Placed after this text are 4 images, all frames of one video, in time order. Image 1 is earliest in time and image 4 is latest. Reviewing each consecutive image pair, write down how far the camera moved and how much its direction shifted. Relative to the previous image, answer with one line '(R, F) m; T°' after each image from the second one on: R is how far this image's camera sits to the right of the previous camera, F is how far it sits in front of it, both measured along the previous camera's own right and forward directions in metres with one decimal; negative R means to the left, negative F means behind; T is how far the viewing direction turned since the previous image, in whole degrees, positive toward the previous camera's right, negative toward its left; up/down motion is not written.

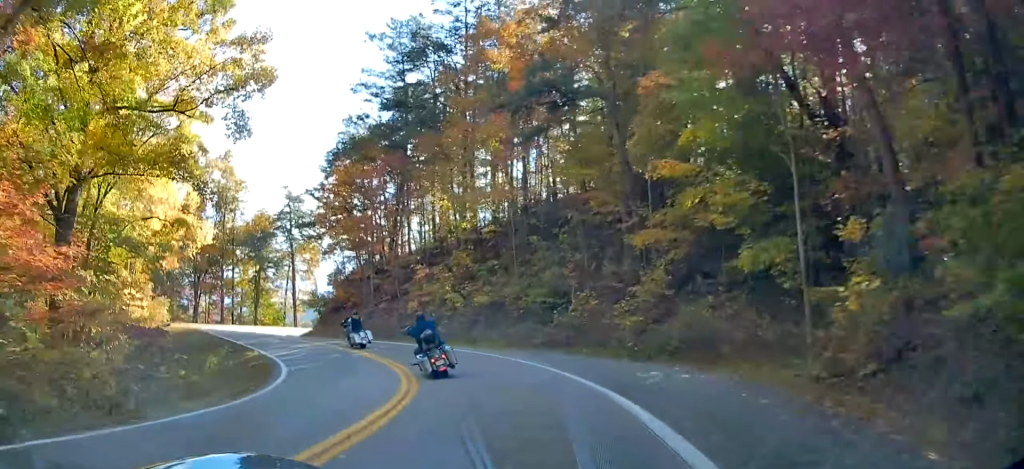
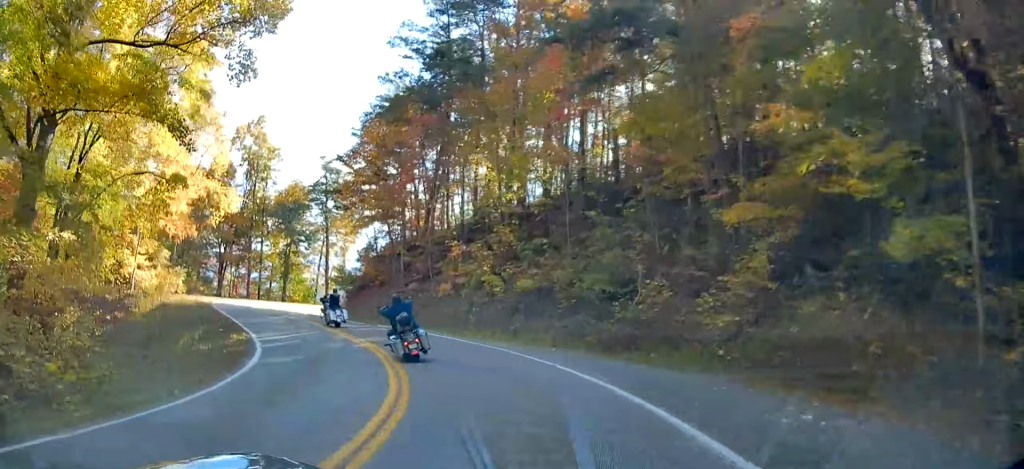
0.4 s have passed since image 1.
(-0.2, +5.7) m; -3°
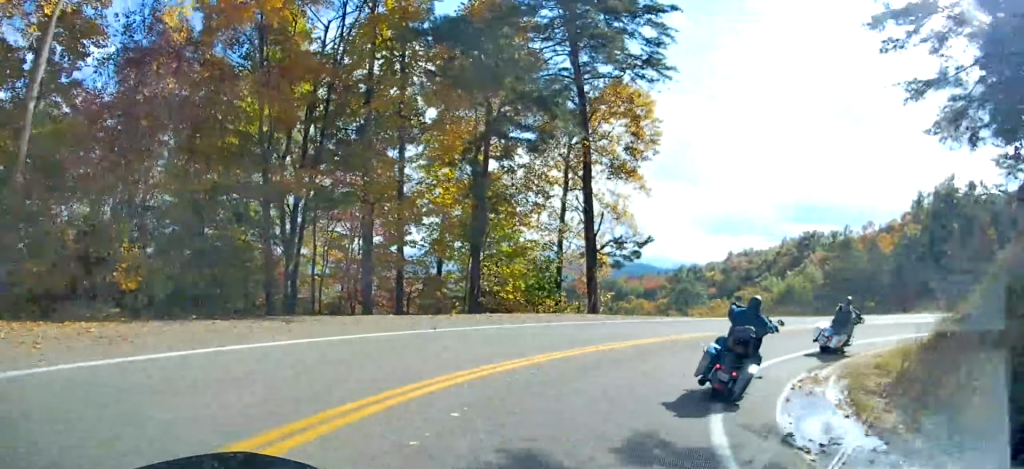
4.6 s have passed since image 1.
(-9.9, +49.8) m; -7°
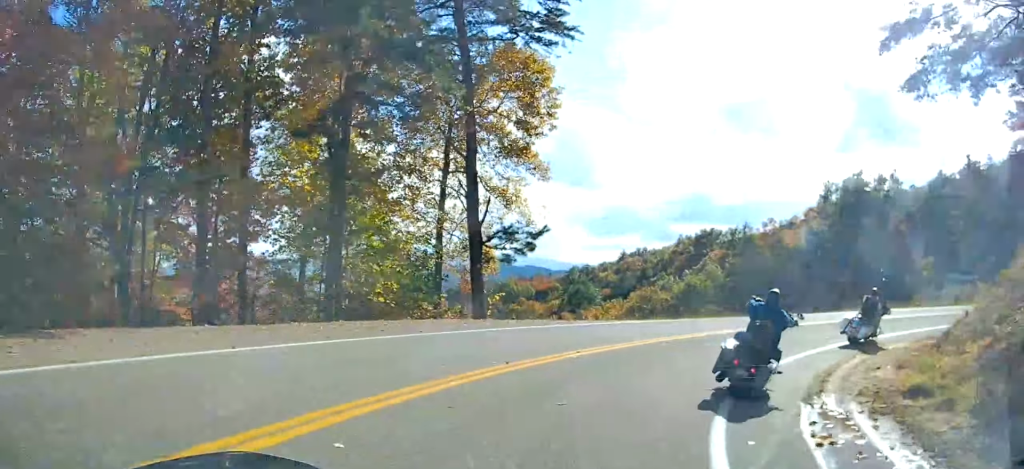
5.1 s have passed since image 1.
(+0.1, +5.4) m; +4°
